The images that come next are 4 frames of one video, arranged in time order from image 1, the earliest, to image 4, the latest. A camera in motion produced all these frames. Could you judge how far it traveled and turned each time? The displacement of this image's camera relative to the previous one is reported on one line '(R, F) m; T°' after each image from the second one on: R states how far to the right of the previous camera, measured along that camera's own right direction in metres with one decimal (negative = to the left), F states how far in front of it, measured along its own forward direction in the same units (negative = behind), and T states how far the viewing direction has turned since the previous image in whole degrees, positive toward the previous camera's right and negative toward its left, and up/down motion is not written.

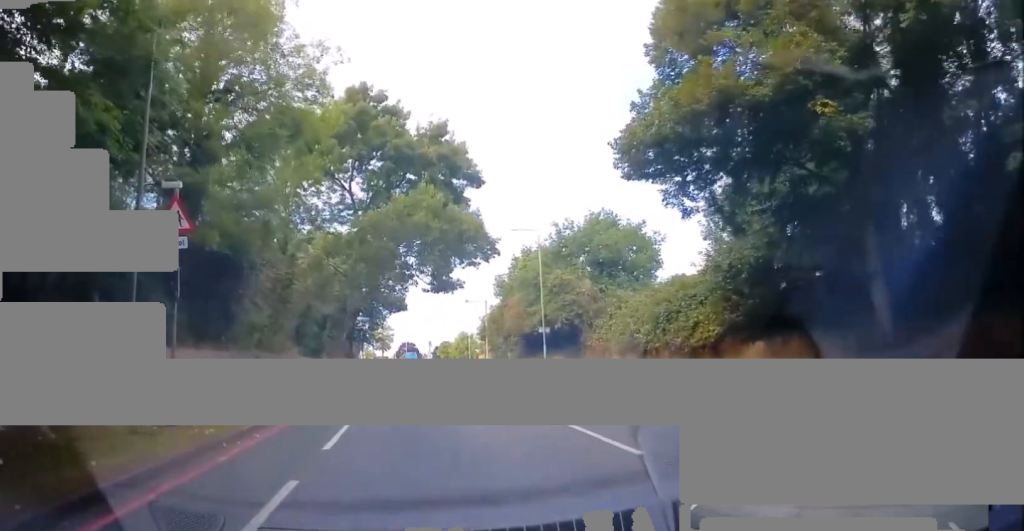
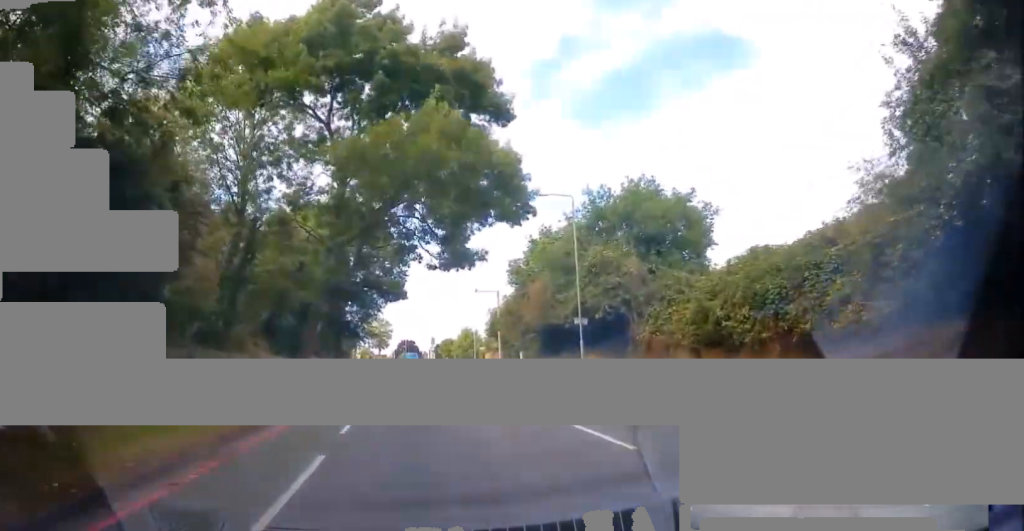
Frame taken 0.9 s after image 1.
(0.0, +11.2) m; +1°
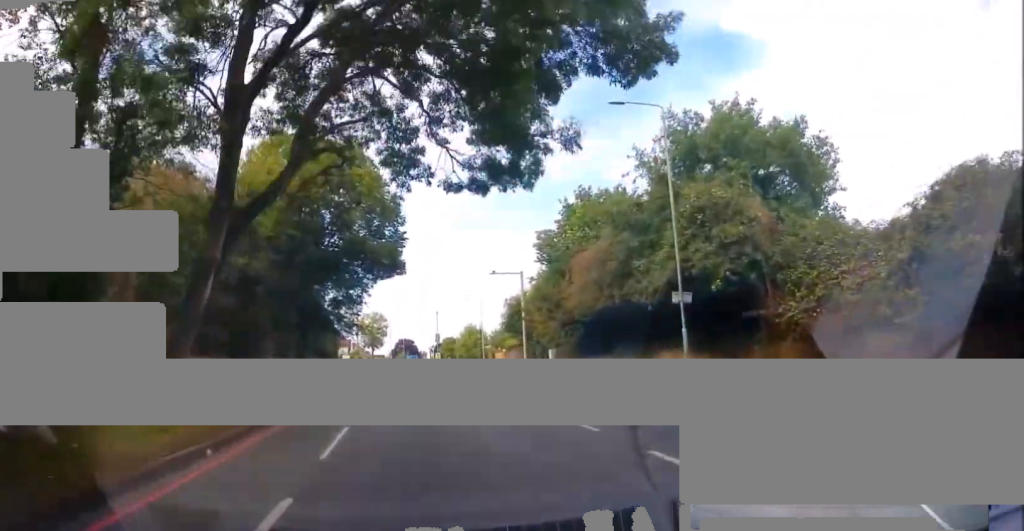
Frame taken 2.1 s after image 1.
(+0.2, +14.8) m; +1°
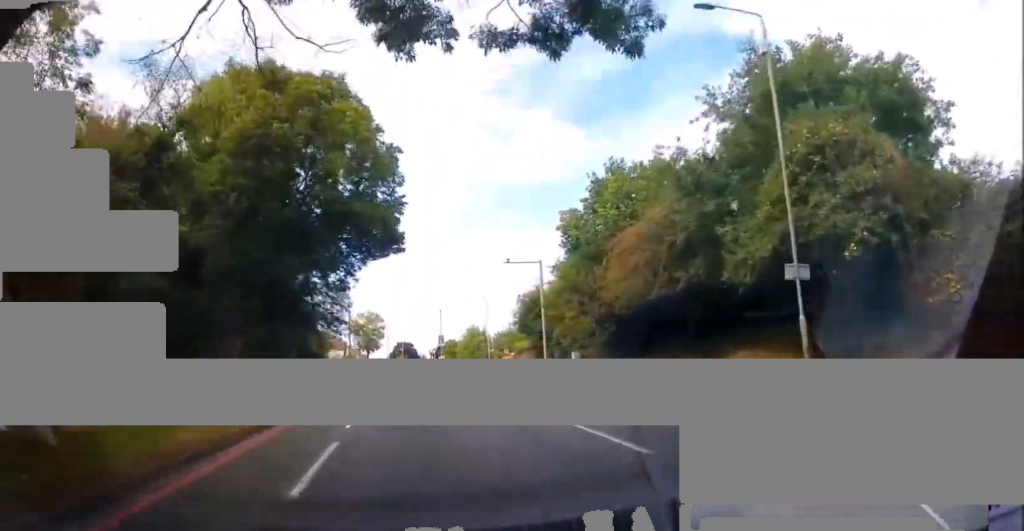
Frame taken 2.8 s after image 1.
(-0.1, +8.0) m; -1°
